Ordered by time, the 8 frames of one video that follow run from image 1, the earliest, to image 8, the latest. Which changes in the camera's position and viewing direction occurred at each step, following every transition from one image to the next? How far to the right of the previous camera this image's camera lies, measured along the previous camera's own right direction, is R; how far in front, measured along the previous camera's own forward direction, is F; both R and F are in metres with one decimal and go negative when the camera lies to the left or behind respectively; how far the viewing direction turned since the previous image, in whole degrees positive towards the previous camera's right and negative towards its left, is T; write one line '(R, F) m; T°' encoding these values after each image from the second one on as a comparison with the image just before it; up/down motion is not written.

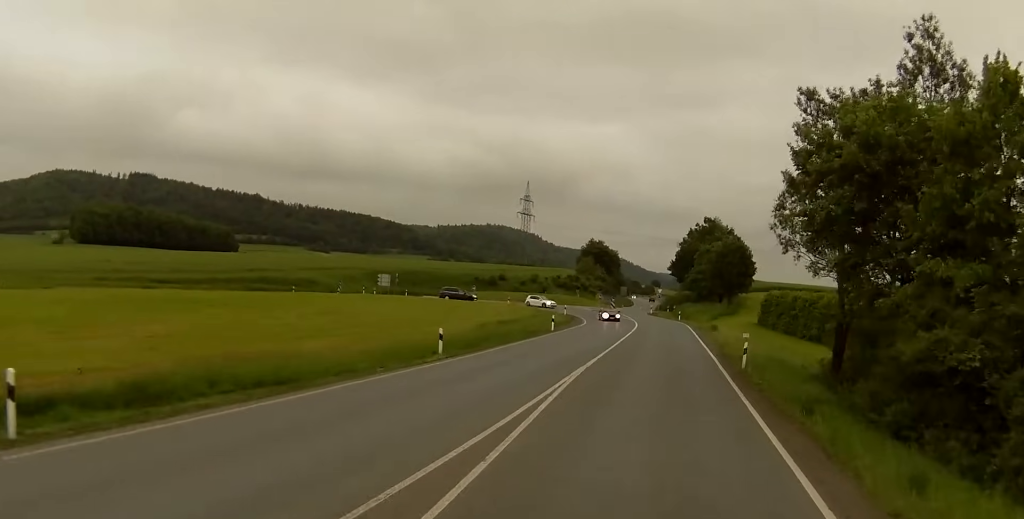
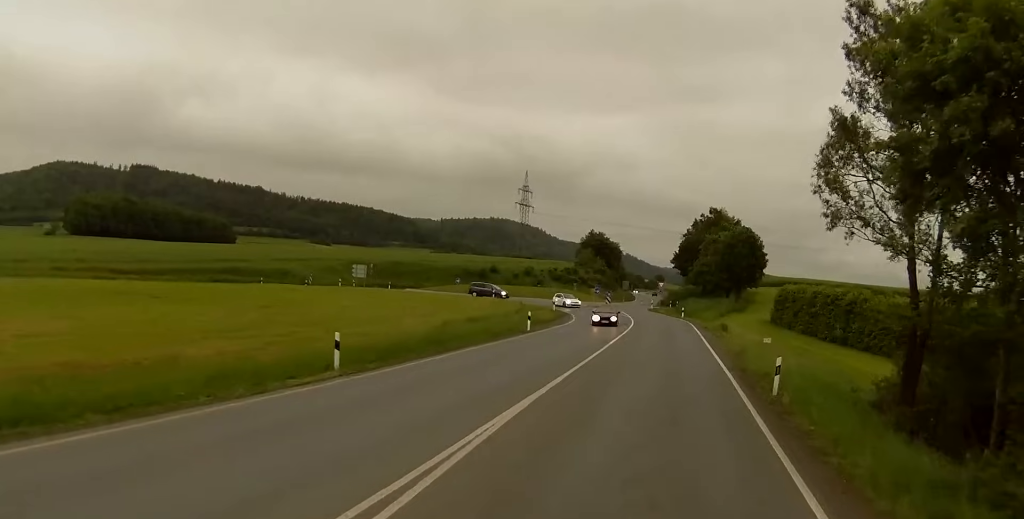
(0.0, +10.9) m; 0°
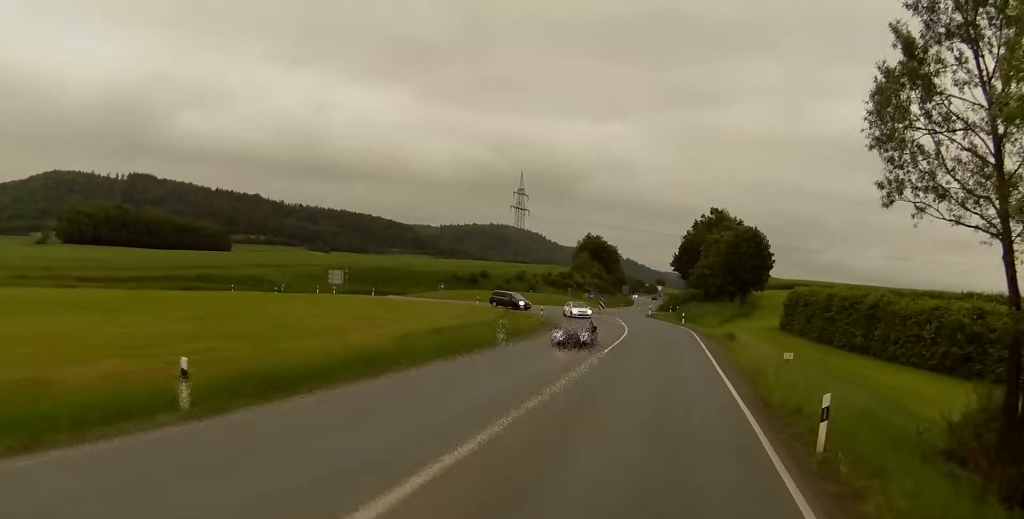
(0.0, +8.0) m; 0°
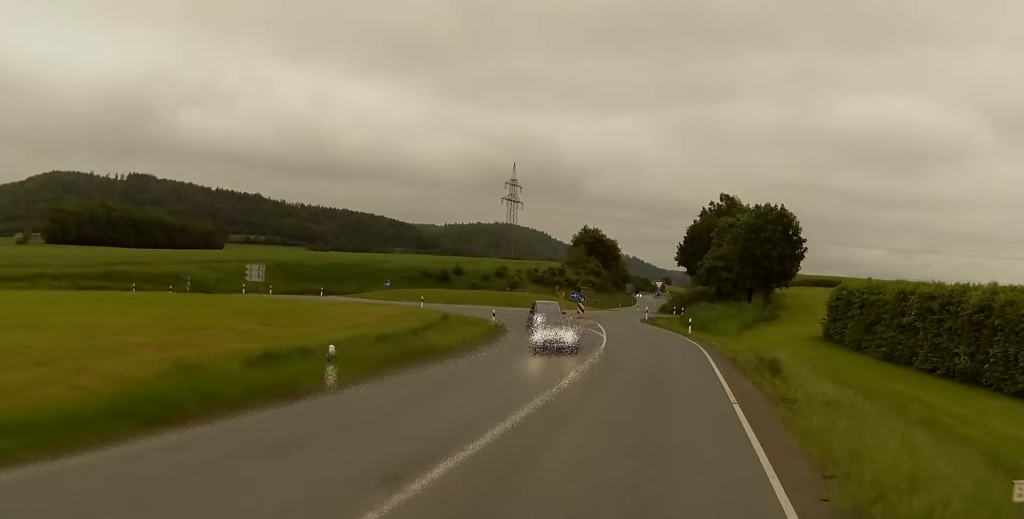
(0.0, +22.9) m; 0°
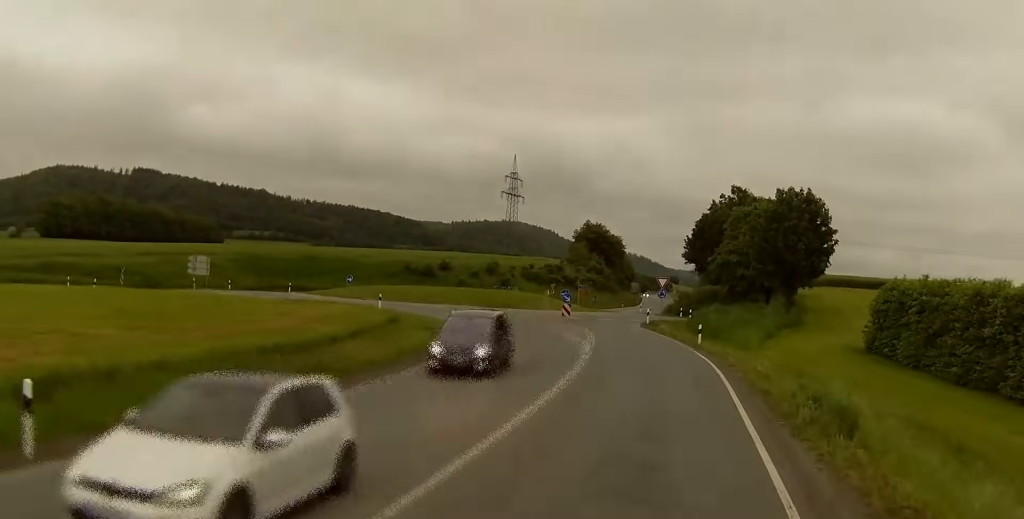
(0.0, +12.8) m; 0°
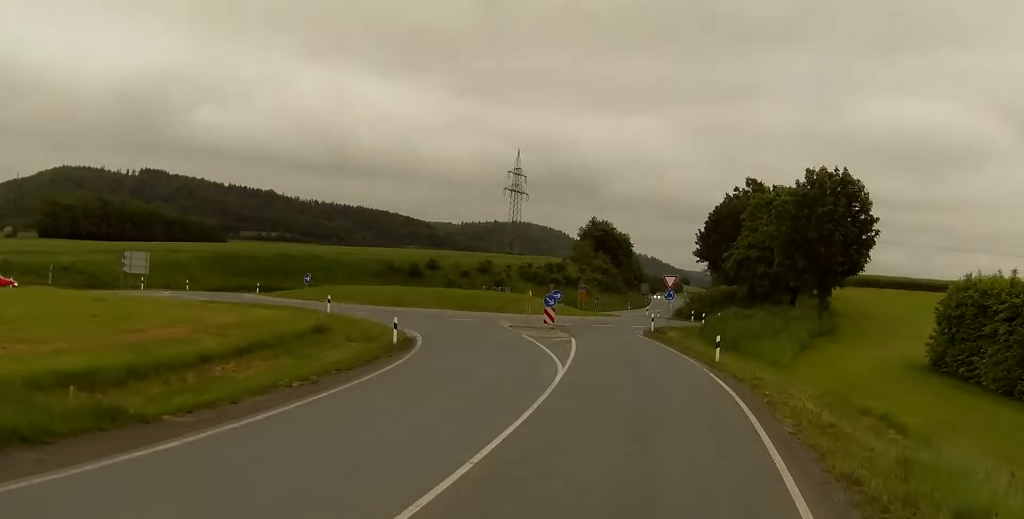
(0.0, +11.8) m; -2°
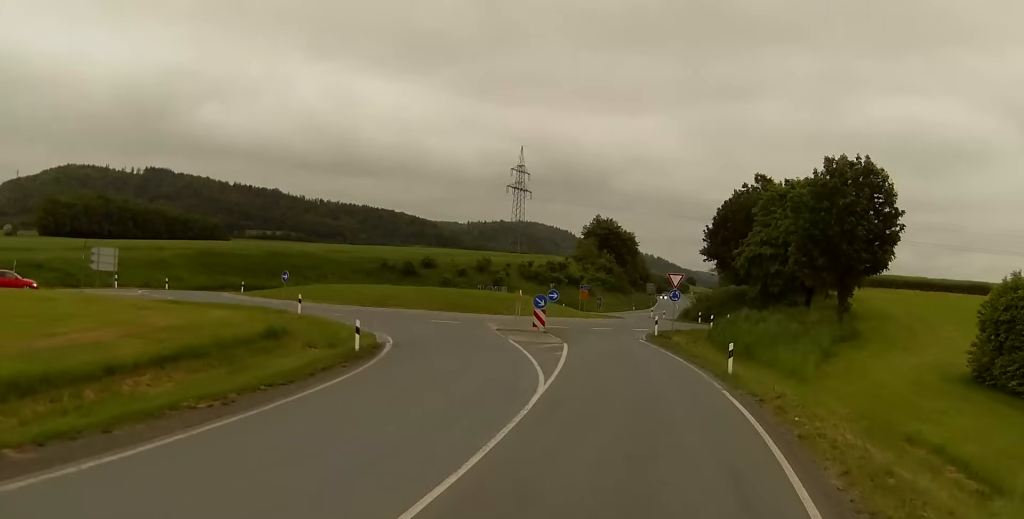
(-0.1, +5.4) m; -1°
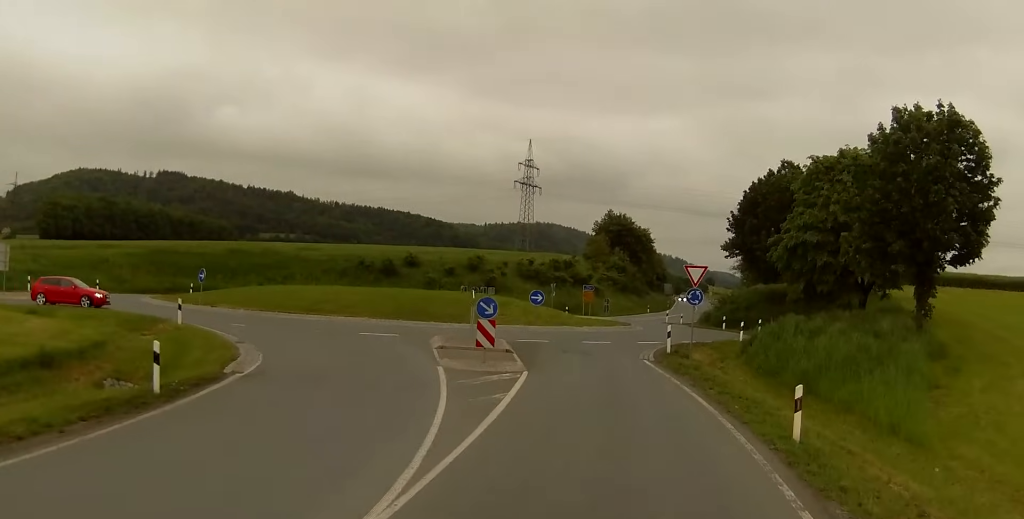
(-0.1, +15.0) m; 0°
